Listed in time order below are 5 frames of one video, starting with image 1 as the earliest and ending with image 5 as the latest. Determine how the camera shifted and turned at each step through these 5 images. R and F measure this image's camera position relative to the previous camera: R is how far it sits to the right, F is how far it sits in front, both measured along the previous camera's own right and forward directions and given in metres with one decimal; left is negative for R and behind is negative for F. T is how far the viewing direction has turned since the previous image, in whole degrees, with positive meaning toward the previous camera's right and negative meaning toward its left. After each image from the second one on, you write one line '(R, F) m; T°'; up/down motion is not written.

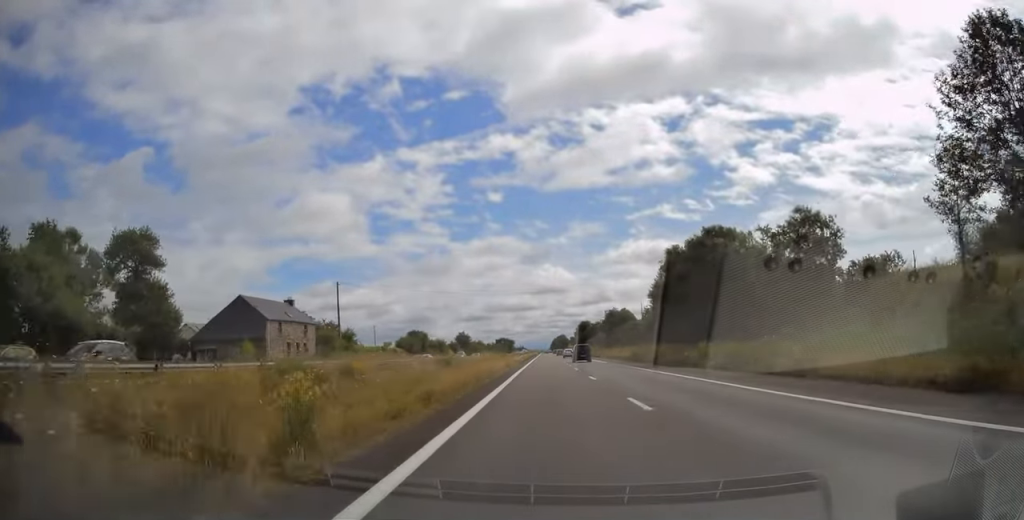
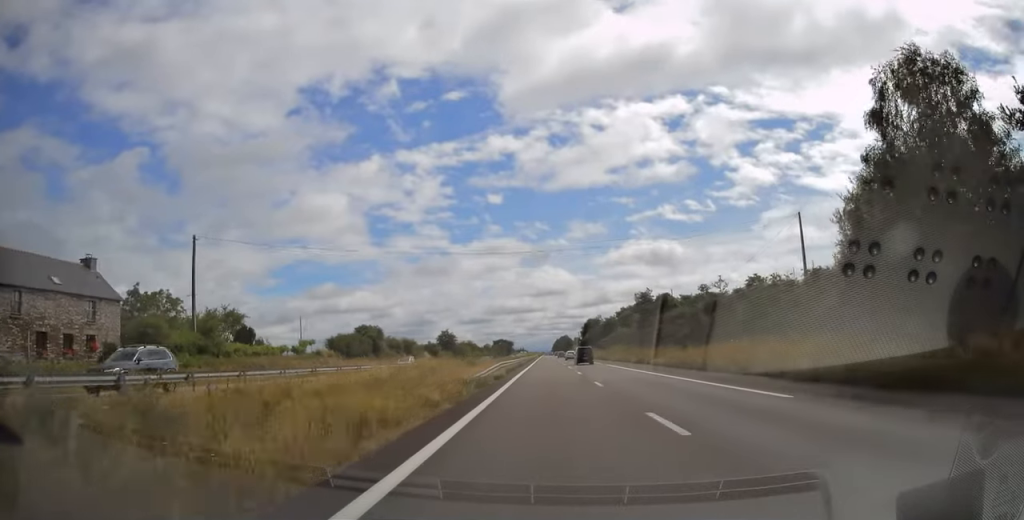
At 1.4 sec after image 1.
(+0.4, +42.0) m; 0°
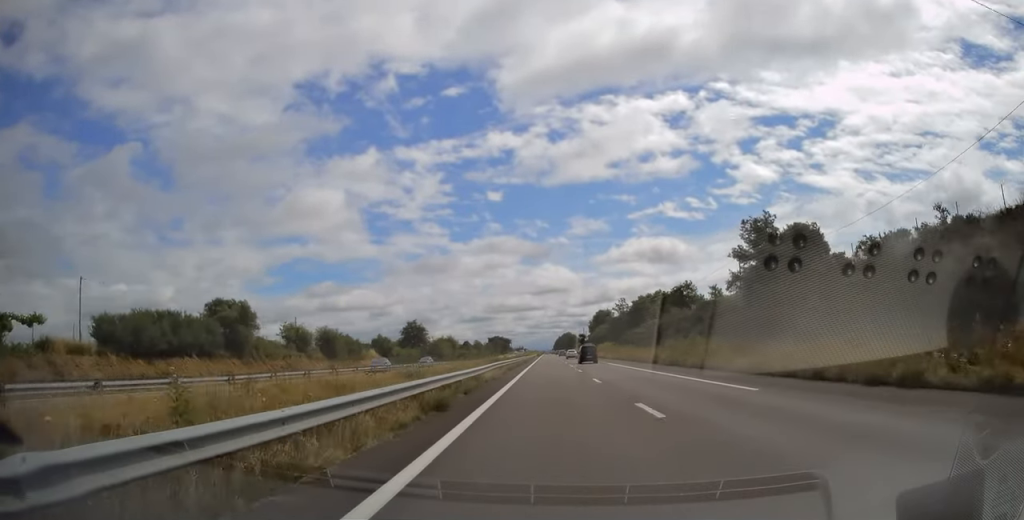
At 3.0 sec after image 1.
(-0.4, +49.2) m; -1°
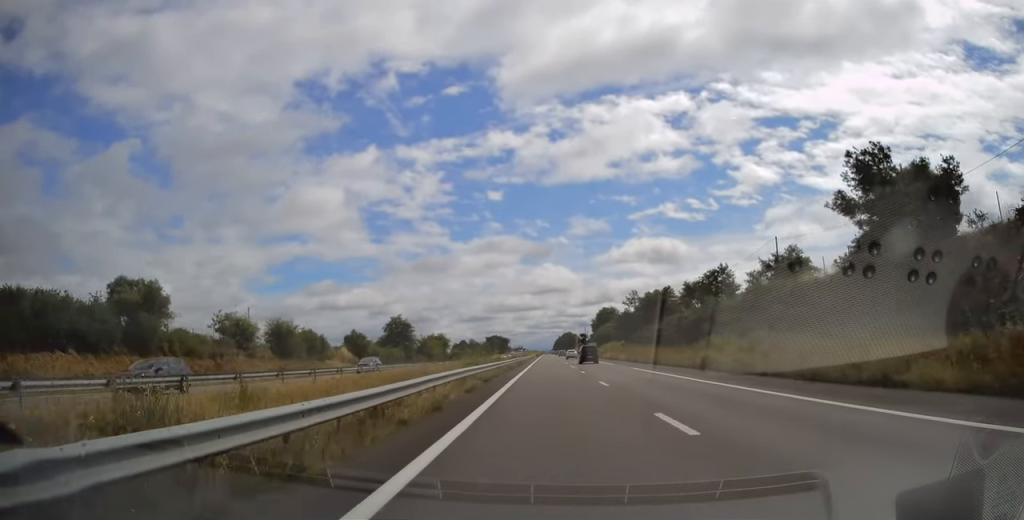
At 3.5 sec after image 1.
(0.0, +15.4) m; 0°
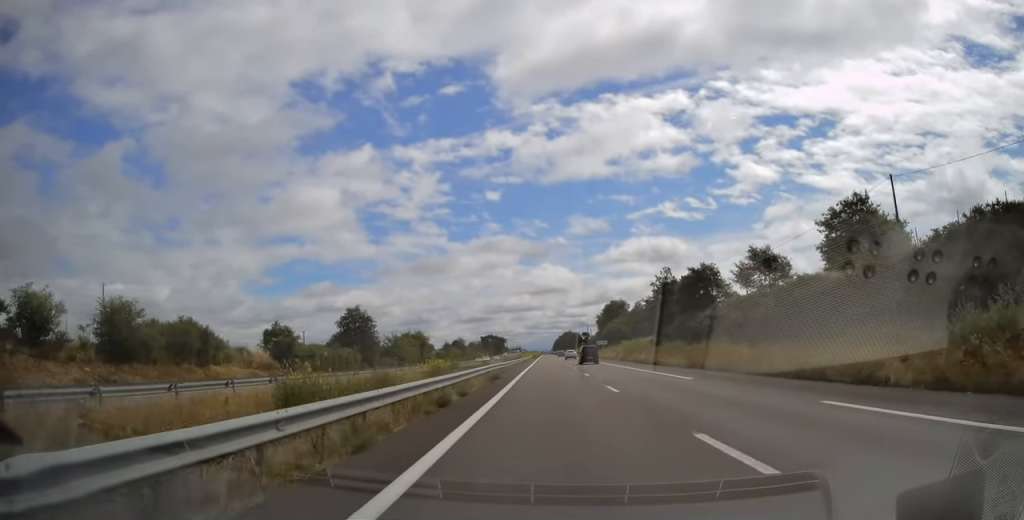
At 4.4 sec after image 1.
(0.0, +28.7) m; 0°
